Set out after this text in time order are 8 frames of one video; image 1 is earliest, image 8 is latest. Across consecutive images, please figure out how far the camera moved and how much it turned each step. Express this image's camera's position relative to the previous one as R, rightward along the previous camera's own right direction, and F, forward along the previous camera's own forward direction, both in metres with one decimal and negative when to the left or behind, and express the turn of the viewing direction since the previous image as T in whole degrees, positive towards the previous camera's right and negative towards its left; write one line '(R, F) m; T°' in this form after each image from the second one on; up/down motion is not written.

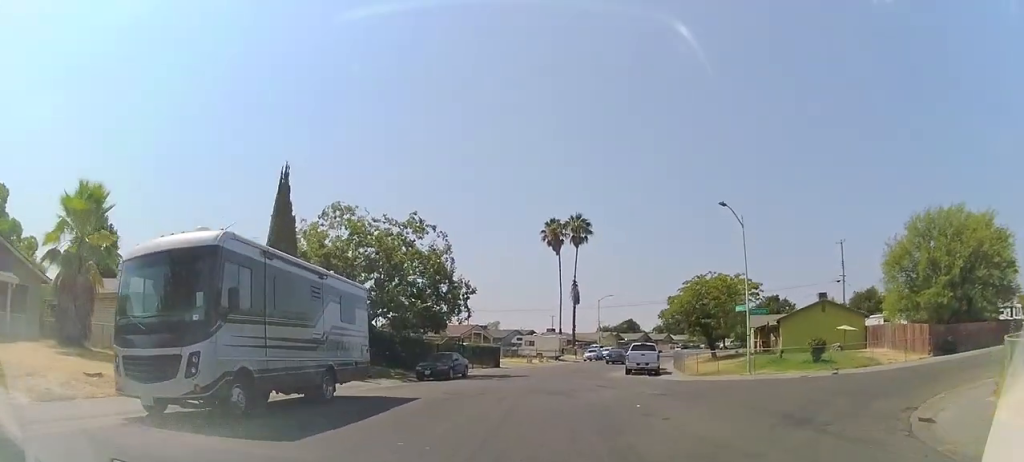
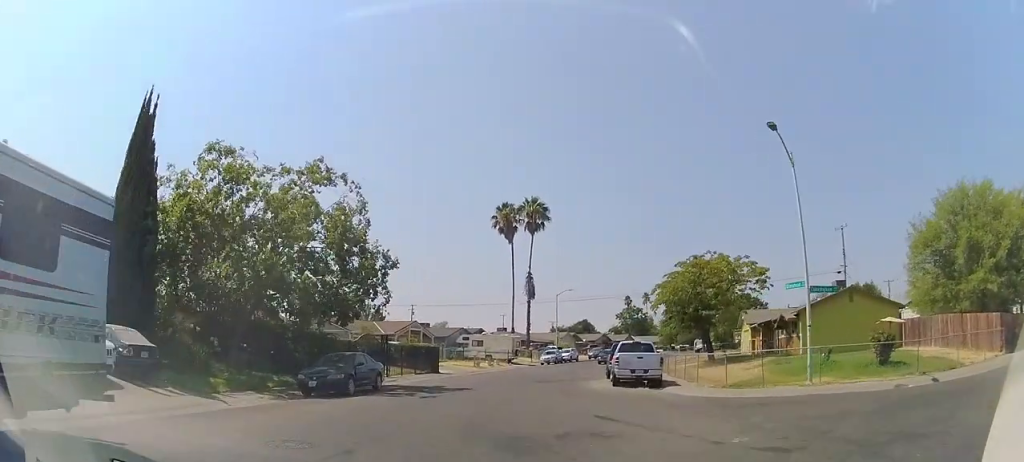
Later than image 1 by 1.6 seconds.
(+0.4, +9.4) m; +5°
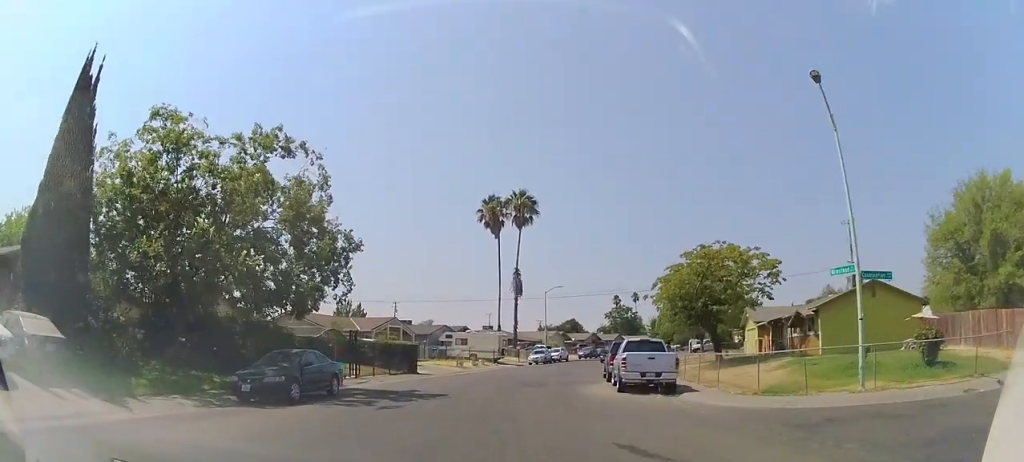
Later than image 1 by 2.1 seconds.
(+0.1, +3.5) m; +1°
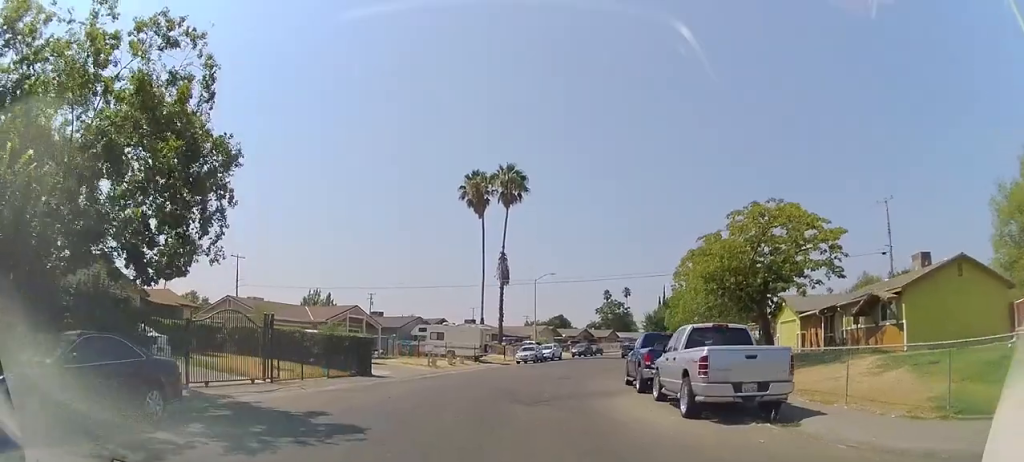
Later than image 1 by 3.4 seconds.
(+0.1, +8.1) m; +4°
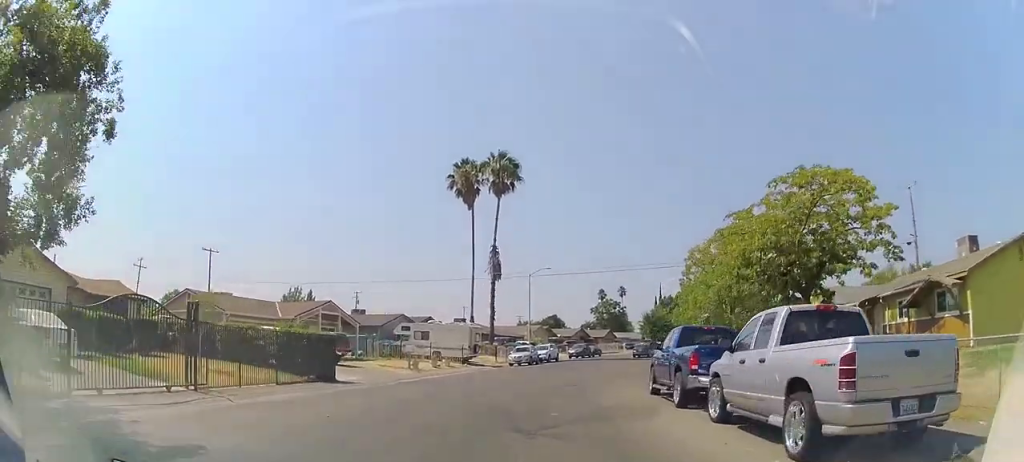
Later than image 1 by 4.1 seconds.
(+0.2, +4.5) m; +3°
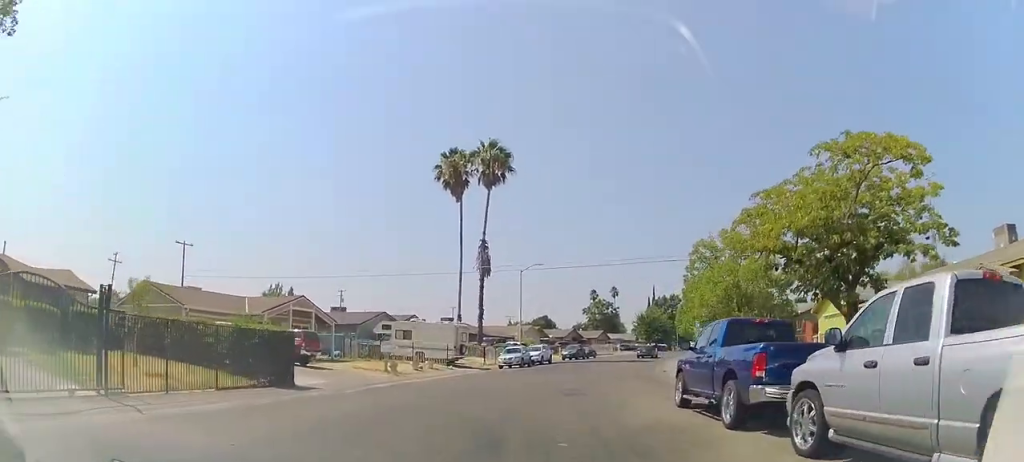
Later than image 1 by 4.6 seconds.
(+0.1, +3.4) m; +2°
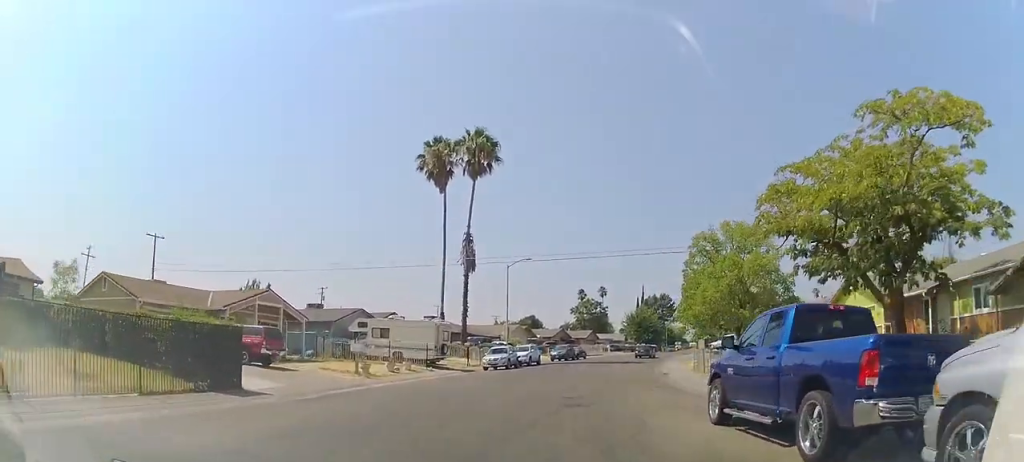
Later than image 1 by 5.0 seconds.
(0.0, +3.1) m; 0°
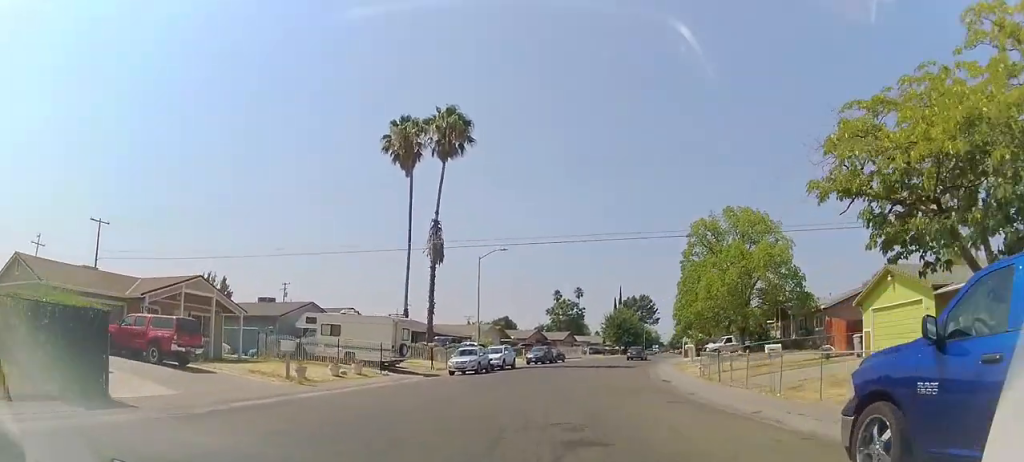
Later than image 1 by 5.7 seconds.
(0.0, +5.2) m; 0°
